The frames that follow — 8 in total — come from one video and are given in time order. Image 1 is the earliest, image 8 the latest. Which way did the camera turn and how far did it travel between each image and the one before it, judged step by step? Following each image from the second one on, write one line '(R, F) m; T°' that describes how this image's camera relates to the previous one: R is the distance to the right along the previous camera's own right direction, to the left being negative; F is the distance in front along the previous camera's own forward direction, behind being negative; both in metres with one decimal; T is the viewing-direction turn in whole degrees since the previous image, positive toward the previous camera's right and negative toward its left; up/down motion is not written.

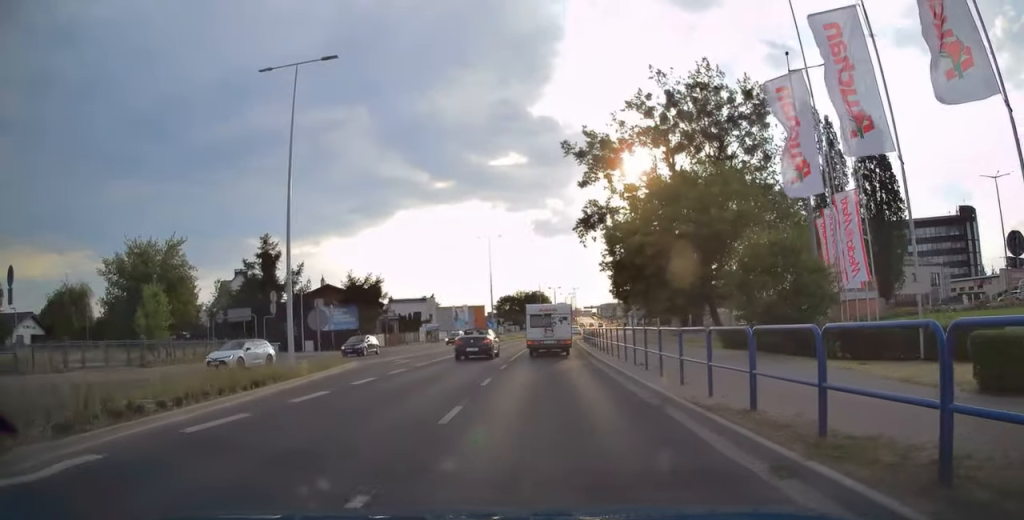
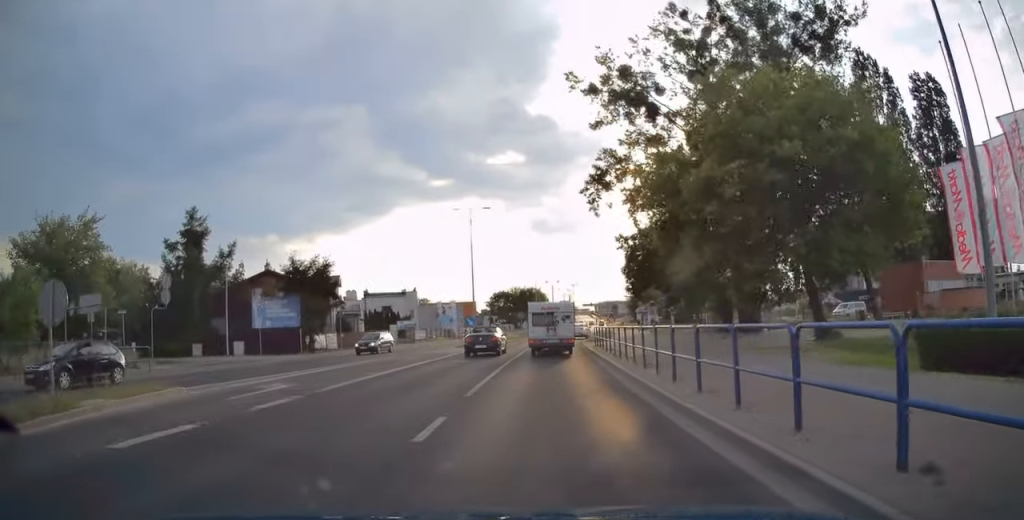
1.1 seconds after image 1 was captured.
(0.0, +13.9) m; +2°
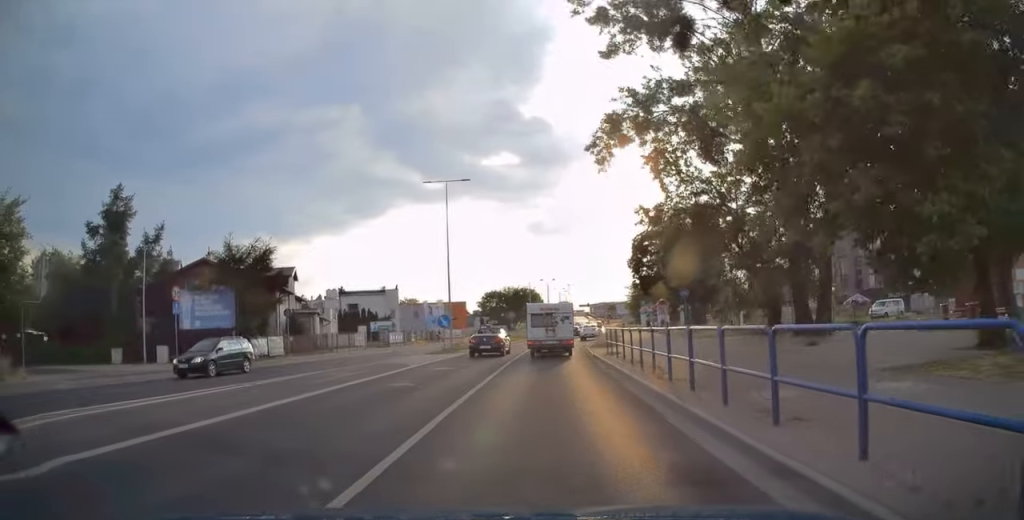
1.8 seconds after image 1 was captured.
(+0.2, +9.8) m; +1°
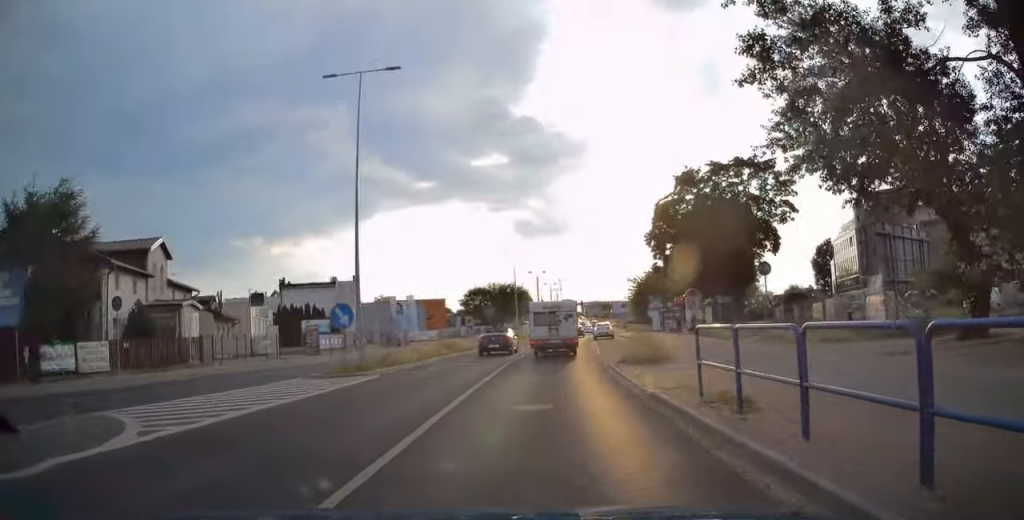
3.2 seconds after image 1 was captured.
(+0.2, +17.6) m; -1°
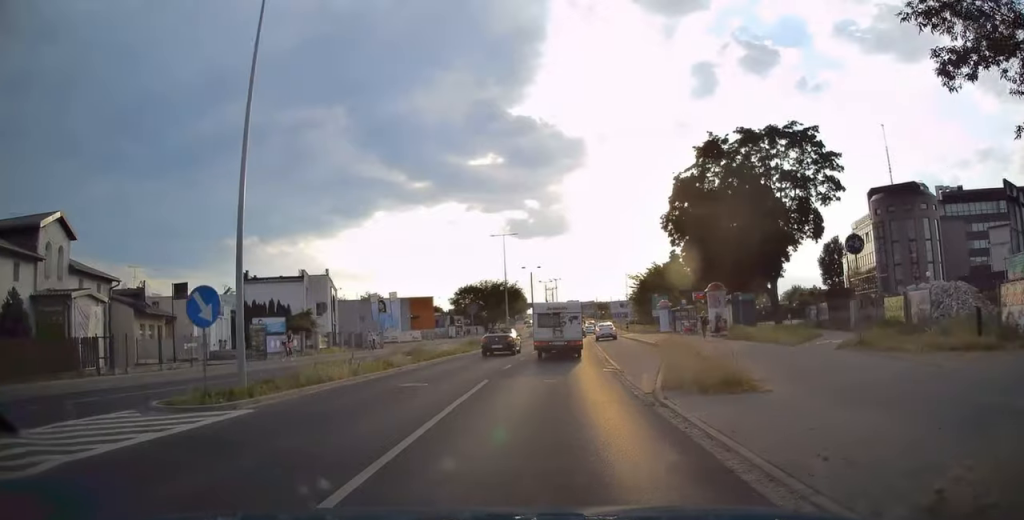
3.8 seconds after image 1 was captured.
(-0.1, +8.6) m; 0°
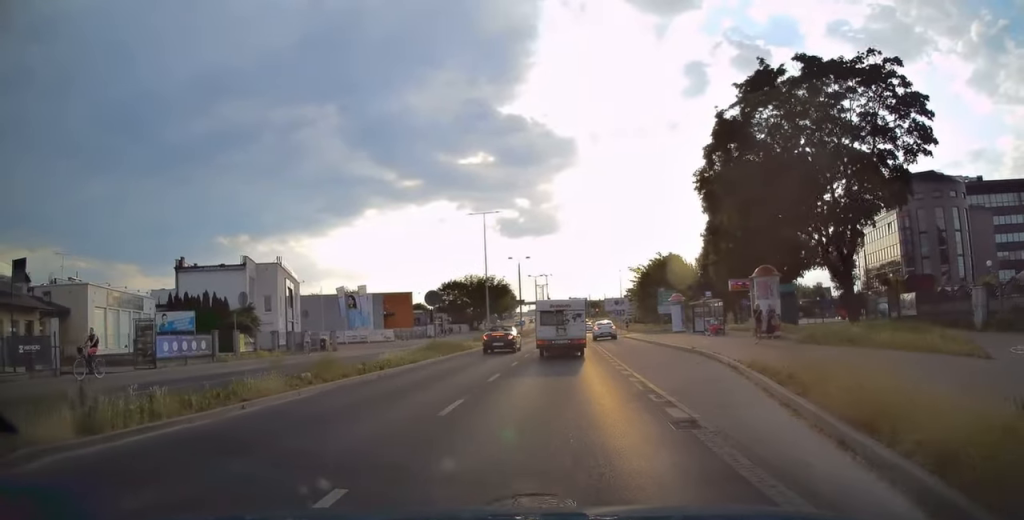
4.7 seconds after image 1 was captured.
(0.0, +11.8) m; +1°
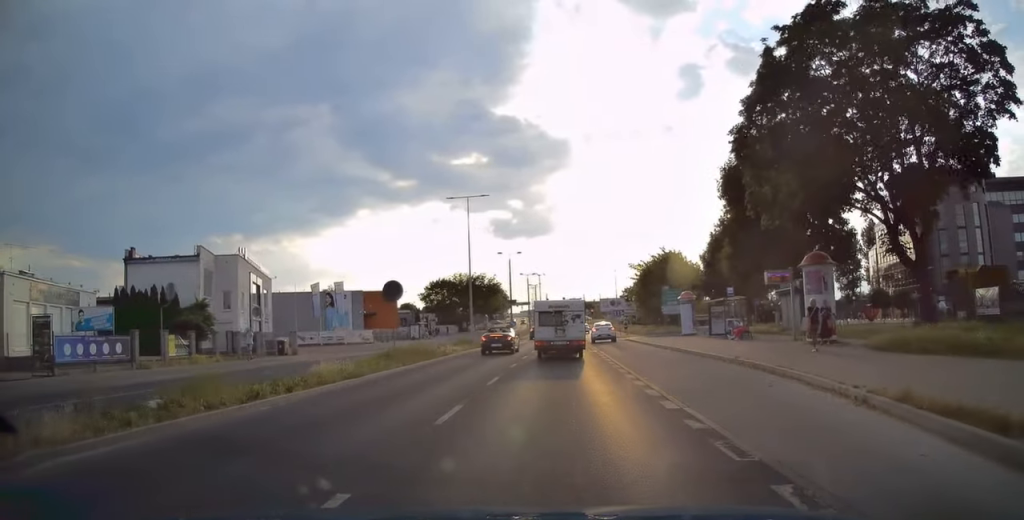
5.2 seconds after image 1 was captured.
(+0.1, +7.4) m; +1°
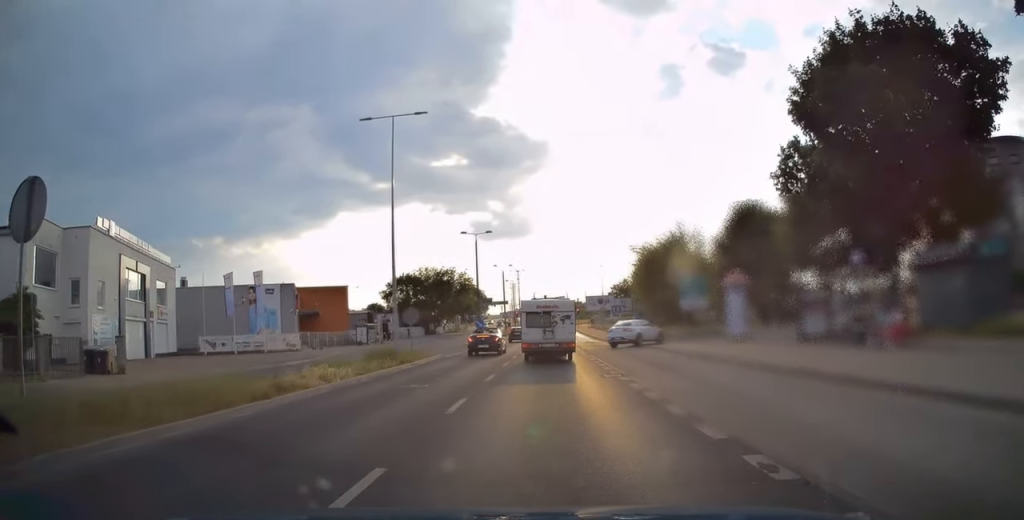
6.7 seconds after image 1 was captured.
(+0.4, +20.9) m; +2°
